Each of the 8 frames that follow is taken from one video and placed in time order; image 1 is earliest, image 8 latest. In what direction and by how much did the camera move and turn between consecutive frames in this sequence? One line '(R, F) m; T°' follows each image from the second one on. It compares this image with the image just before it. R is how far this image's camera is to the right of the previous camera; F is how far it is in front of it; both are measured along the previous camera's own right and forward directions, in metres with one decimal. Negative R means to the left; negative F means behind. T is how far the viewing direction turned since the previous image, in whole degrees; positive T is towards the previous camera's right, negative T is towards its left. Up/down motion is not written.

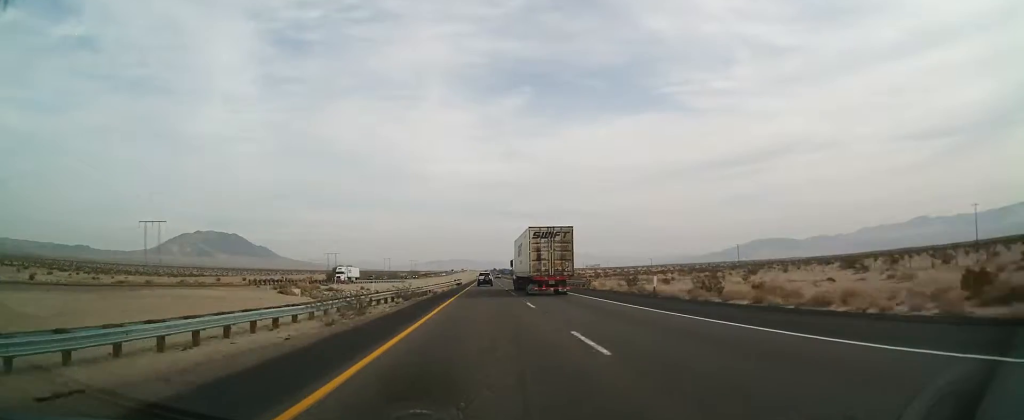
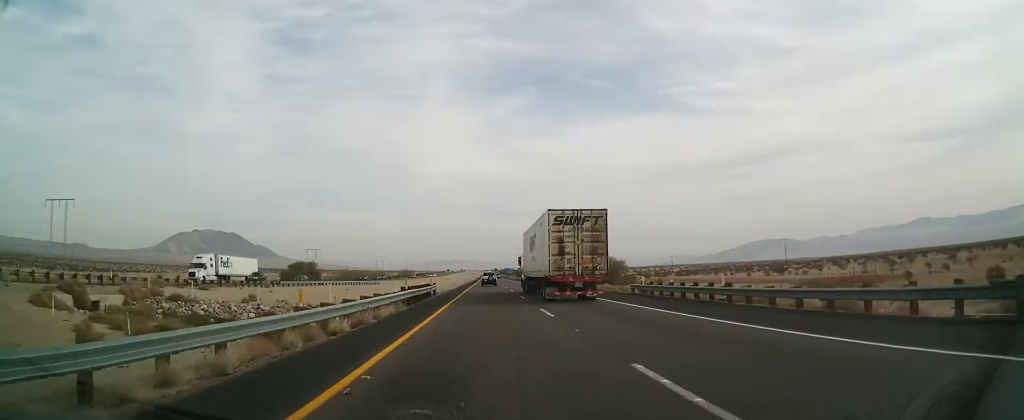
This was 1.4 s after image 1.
(-0.2, +48.7) m; -1°
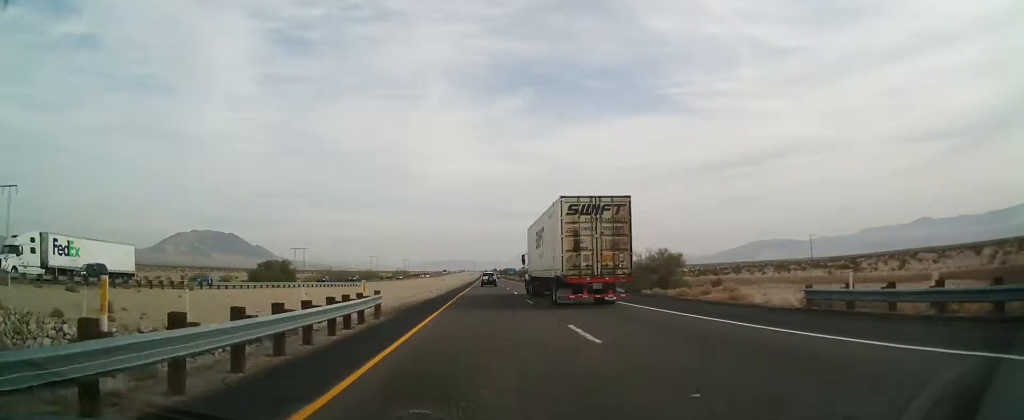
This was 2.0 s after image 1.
(0.0, +22.2) m; 0°
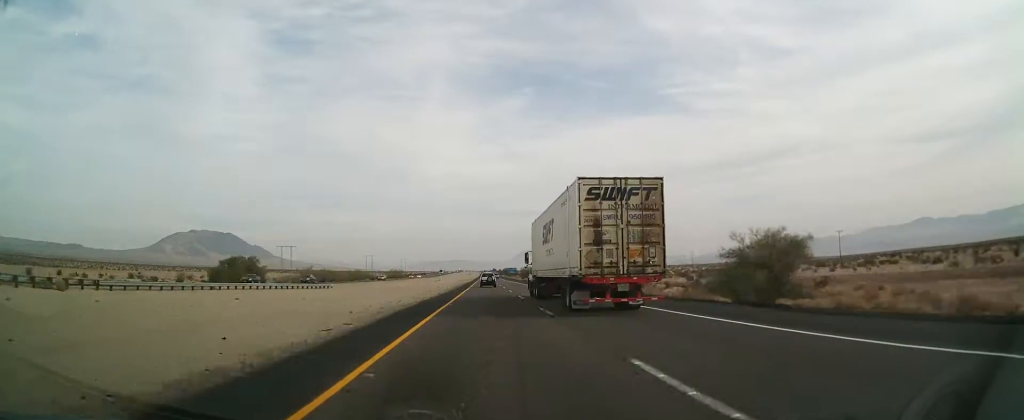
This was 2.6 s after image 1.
(0.0, +21.0) m; 0°
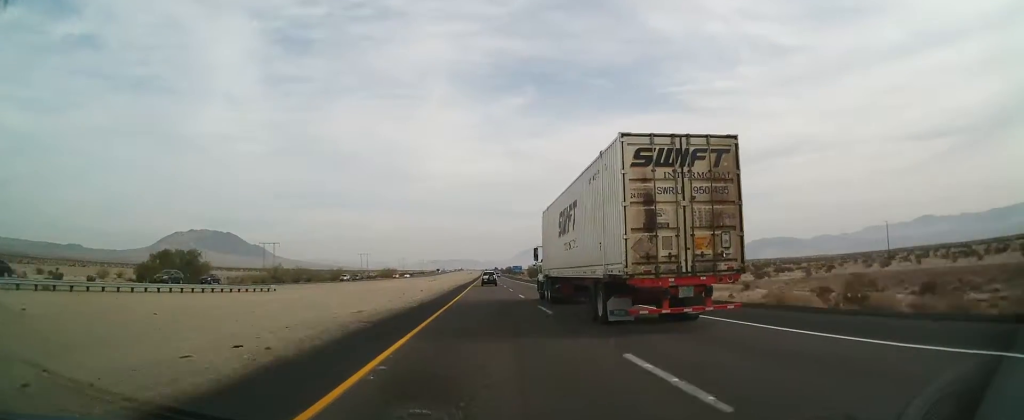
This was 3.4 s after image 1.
(-0.1, +28.2) m; +1°
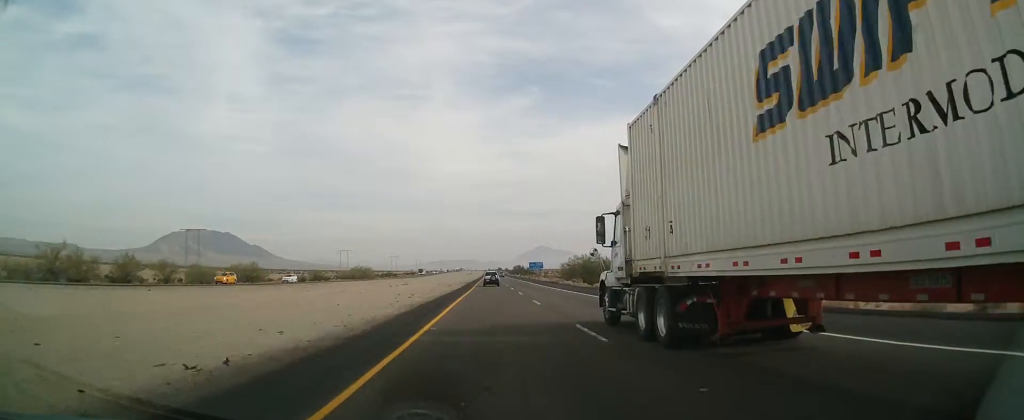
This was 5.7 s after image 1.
(+0.2, +81.6) m; -1°
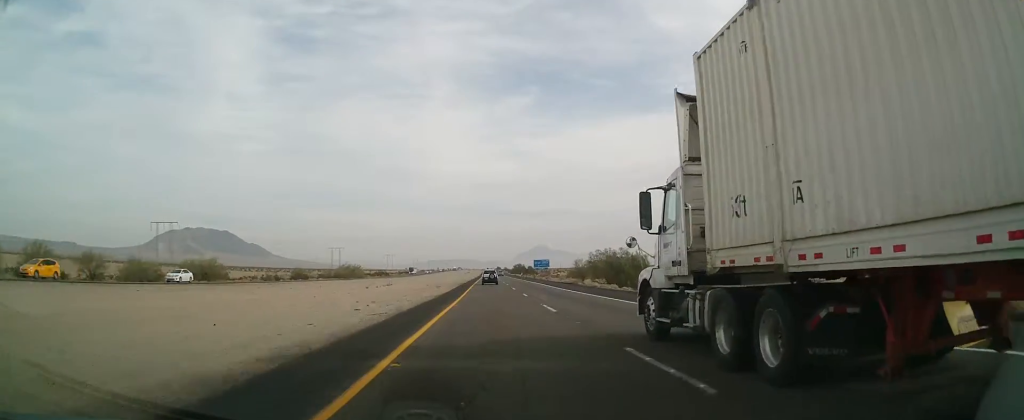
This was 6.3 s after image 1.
(0.0, +20.1) m; 0°
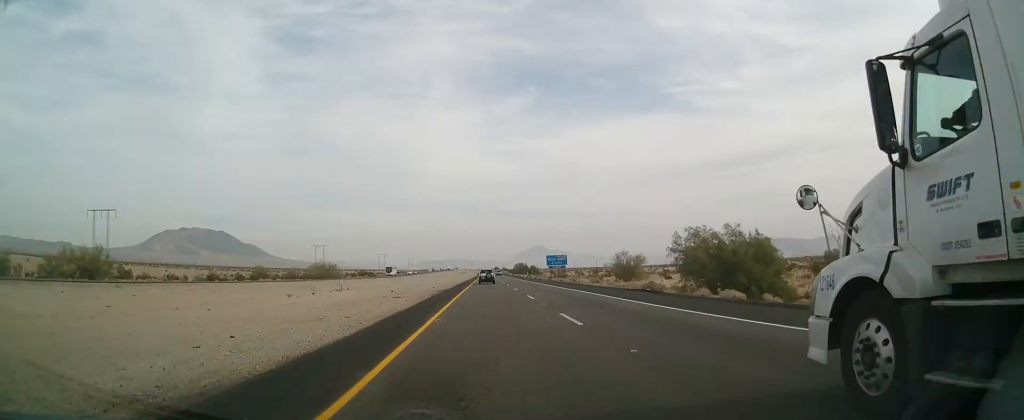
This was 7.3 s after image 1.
(+0.1, +35.6) m; -1°
